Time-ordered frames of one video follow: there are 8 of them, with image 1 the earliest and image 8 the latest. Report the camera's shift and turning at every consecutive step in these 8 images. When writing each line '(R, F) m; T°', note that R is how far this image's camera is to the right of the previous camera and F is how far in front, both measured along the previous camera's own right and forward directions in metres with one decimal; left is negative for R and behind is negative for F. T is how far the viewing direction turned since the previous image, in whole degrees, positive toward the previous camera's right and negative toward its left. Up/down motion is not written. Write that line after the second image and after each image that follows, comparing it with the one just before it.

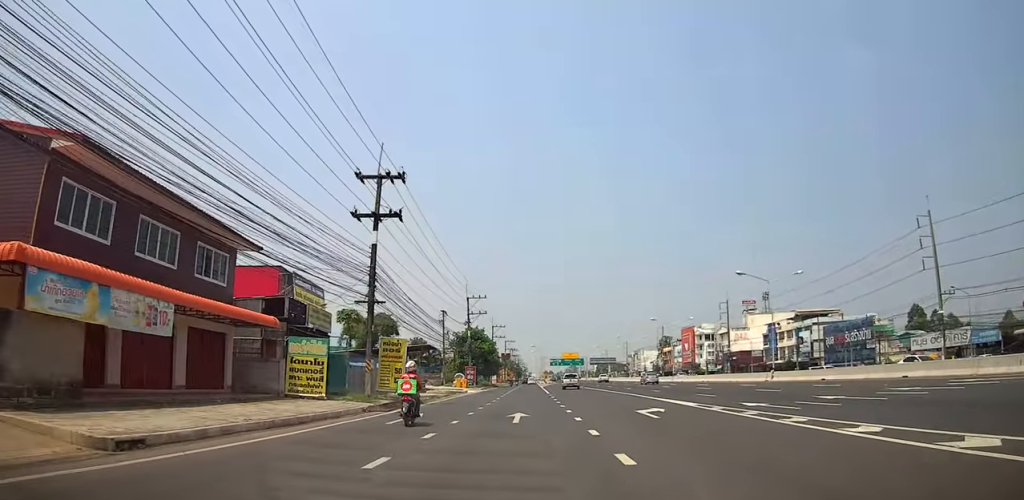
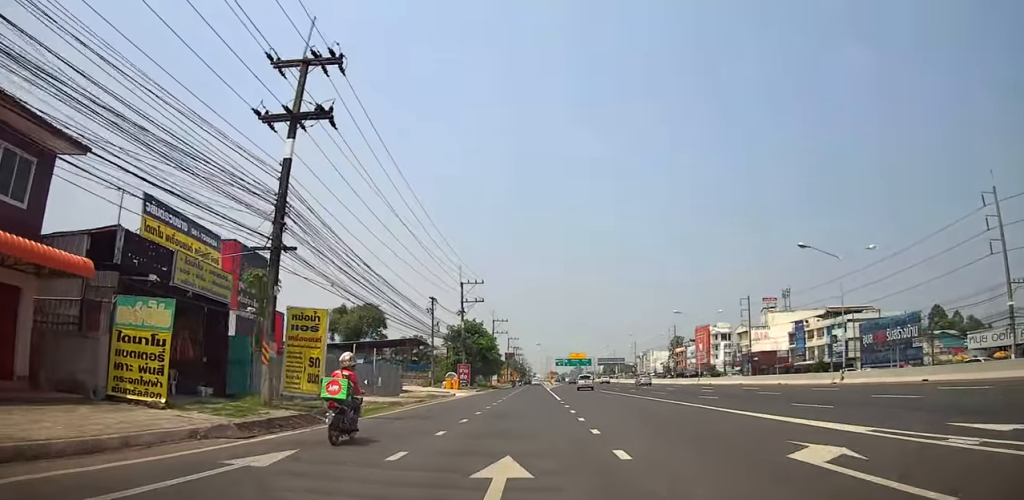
(+0.4, +11.4) m; +2°
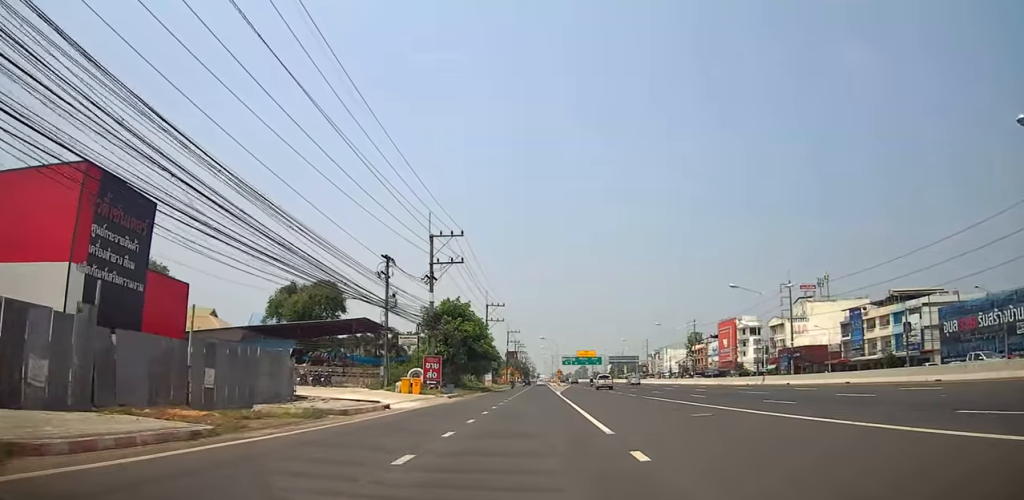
(0.0, +20.9) m; 0°
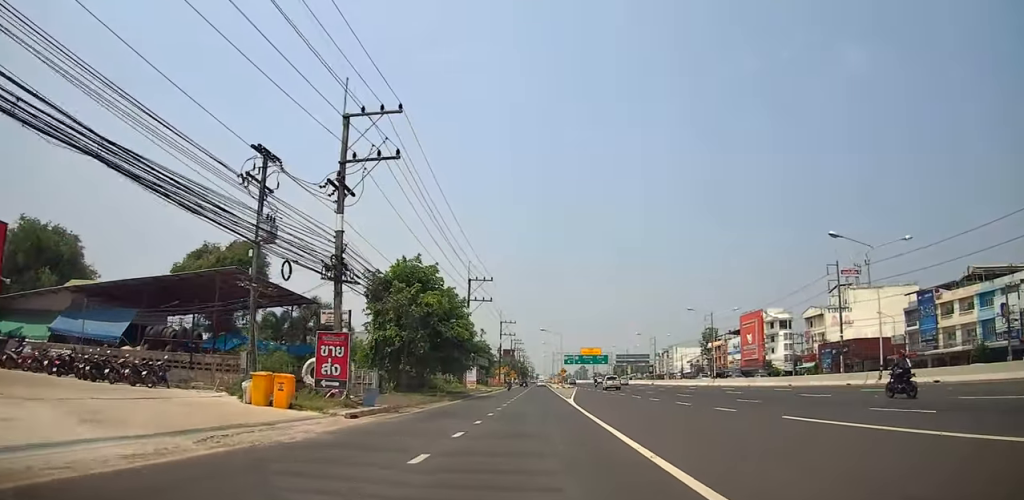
(0.0, +20.2) m; 0°
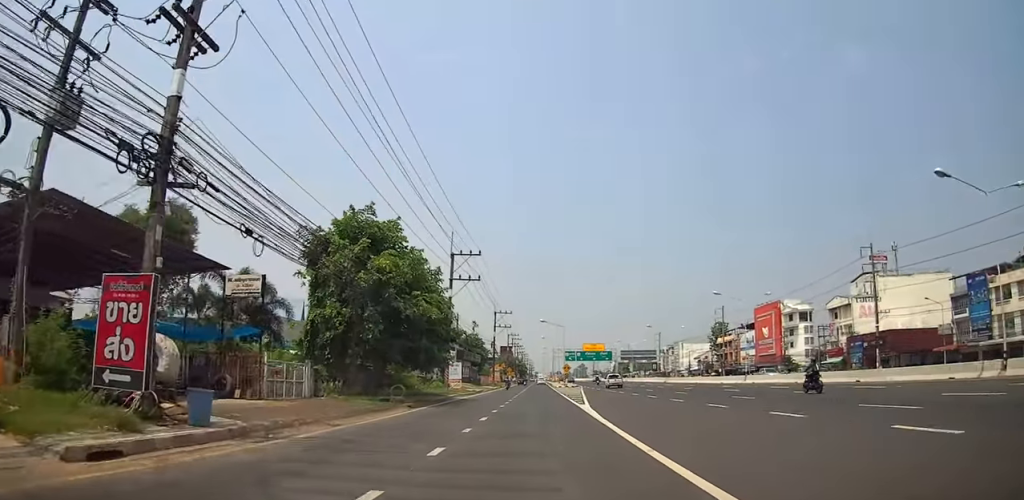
(0.0, +11.3) m; 0°
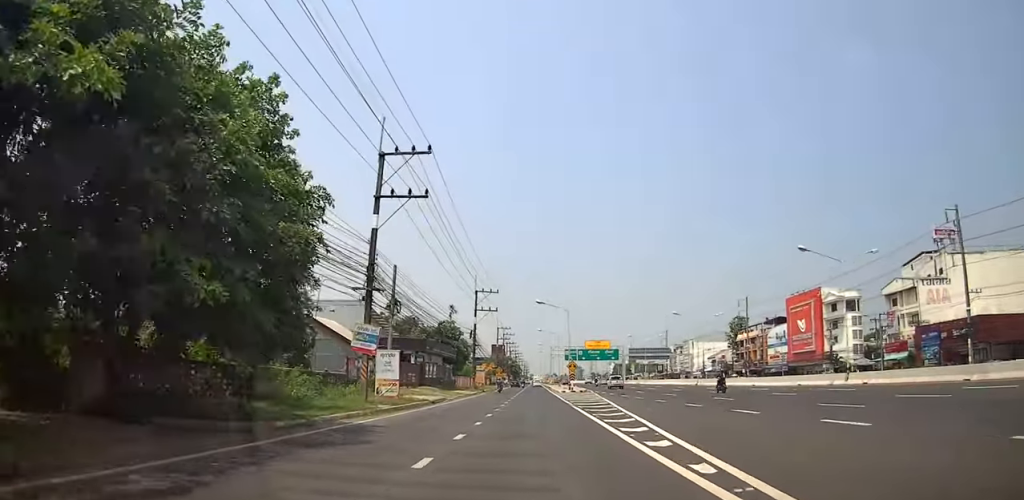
(0.0, +21.3) m; 0°
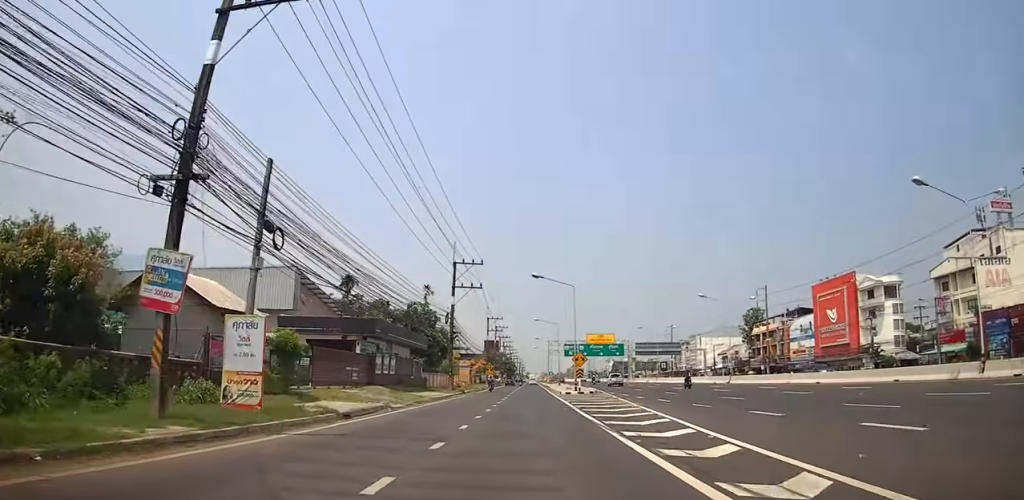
(0.0, +13.9) m; -3°
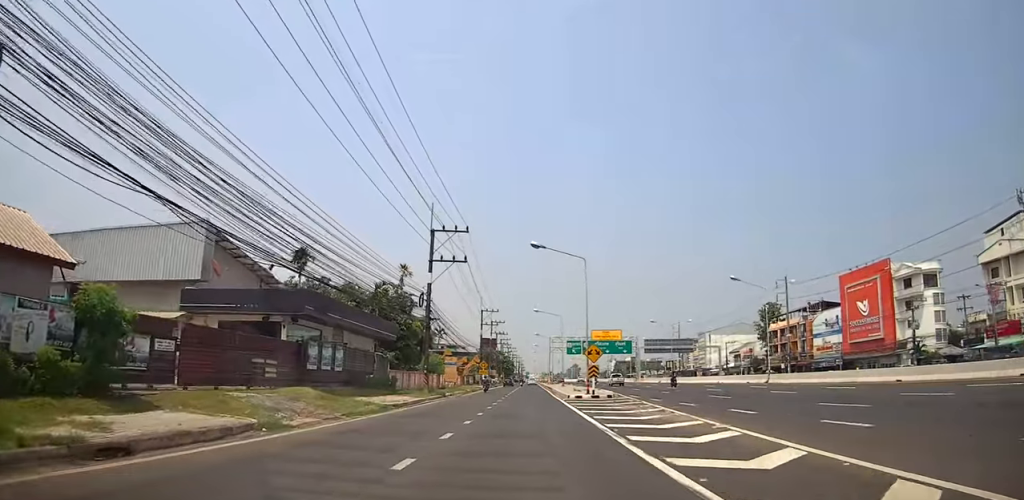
(-0.4, +10.3) m; -1°
